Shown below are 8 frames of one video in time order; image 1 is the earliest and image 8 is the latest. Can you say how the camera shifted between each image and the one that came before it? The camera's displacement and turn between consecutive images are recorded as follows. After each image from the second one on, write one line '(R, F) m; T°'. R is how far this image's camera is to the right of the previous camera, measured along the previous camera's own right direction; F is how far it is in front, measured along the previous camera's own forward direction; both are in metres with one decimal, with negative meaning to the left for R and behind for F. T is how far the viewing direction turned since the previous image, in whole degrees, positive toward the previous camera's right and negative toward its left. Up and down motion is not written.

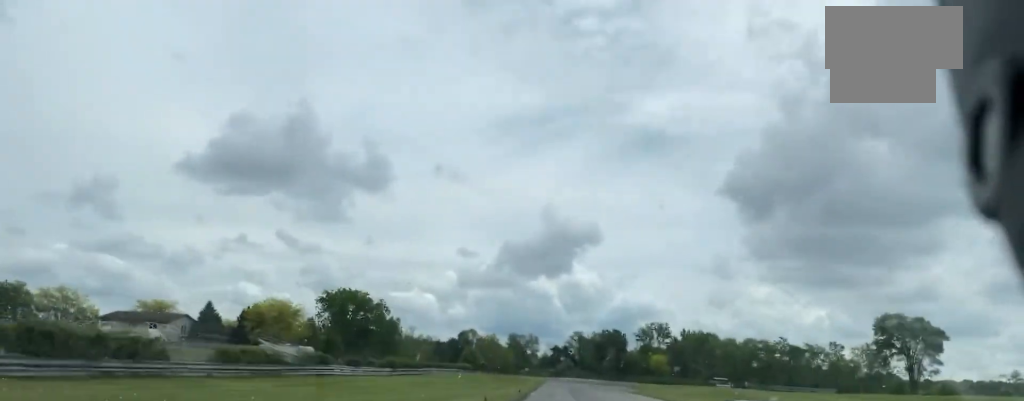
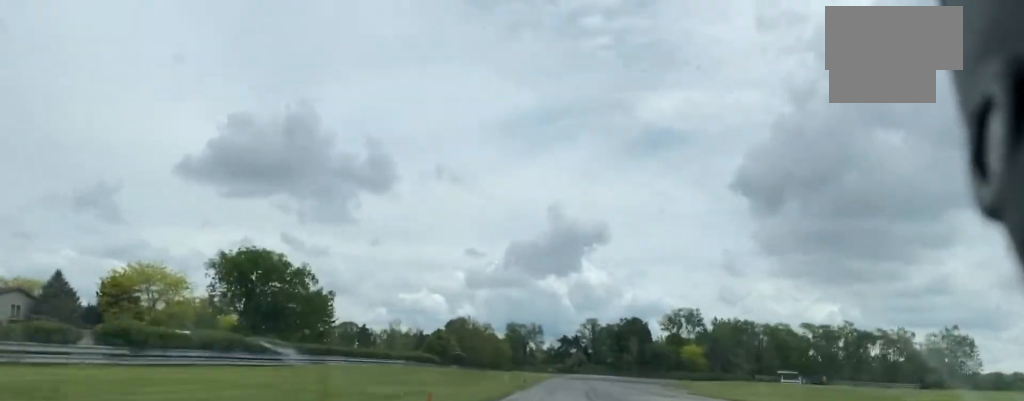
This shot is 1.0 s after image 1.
(-0.1, +50.6) m; 0°
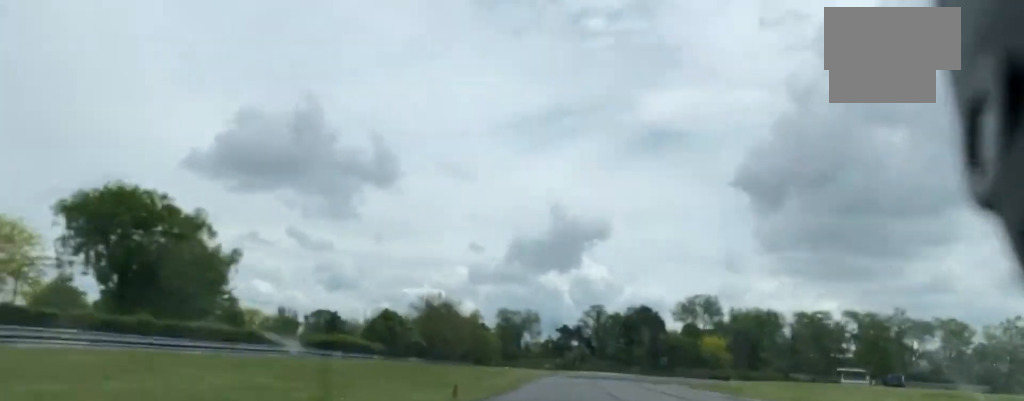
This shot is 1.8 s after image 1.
(0.0, +35.6) m; +1°
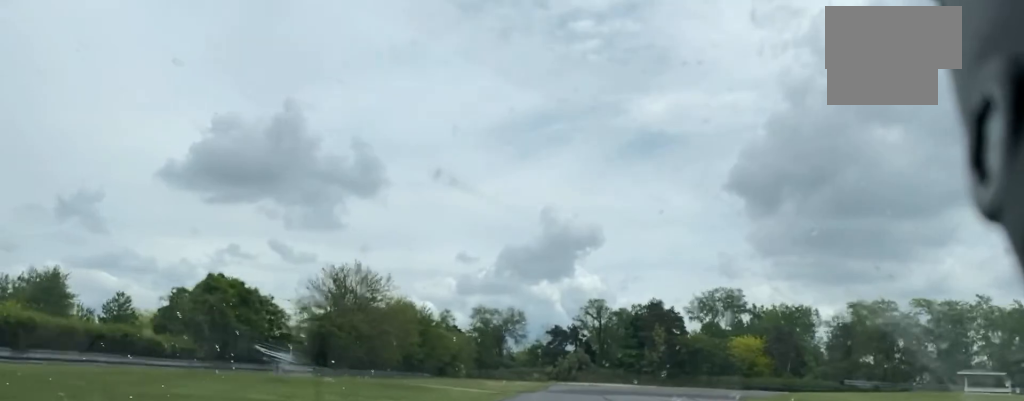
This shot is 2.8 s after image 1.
(+0.6, +37.9) m; 0°
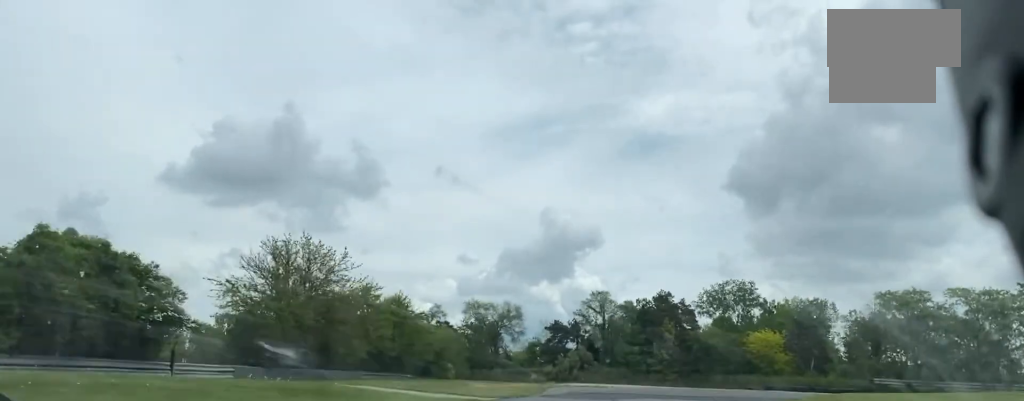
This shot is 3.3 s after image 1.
(-0.2, +13.9) m; 0°
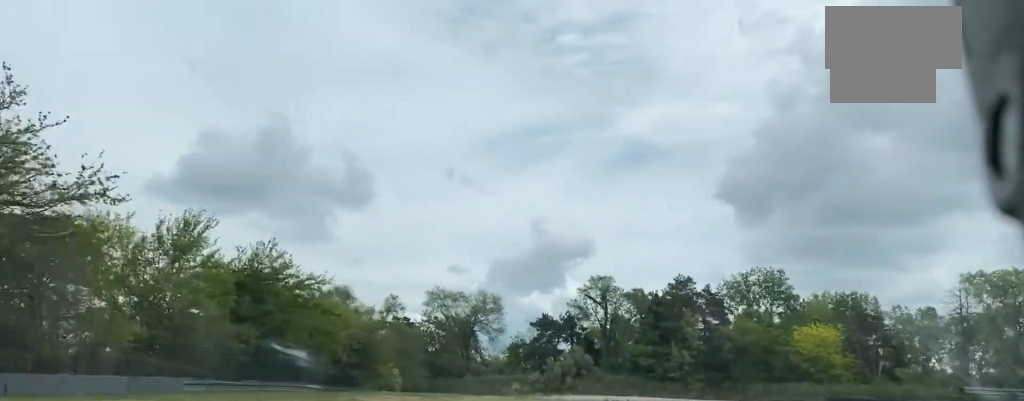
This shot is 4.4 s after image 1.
(-0.3, +33.0) m; +3°
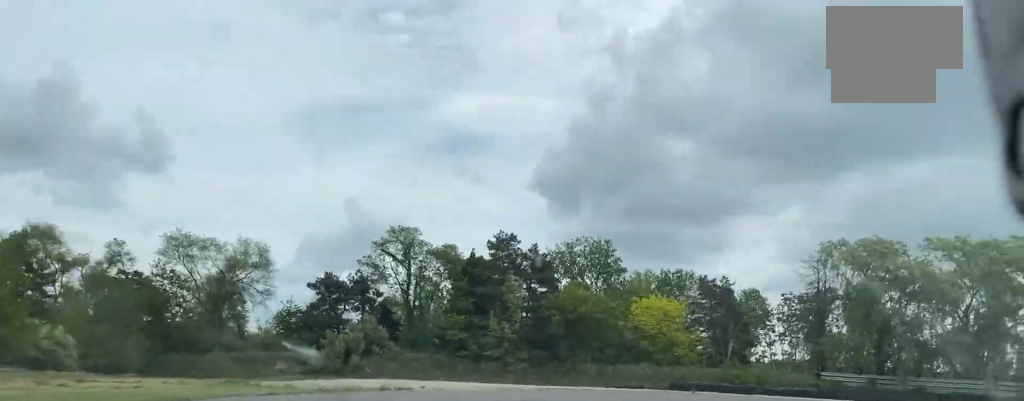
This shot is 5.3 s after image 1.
(+1.5, +23.1) m; +14°
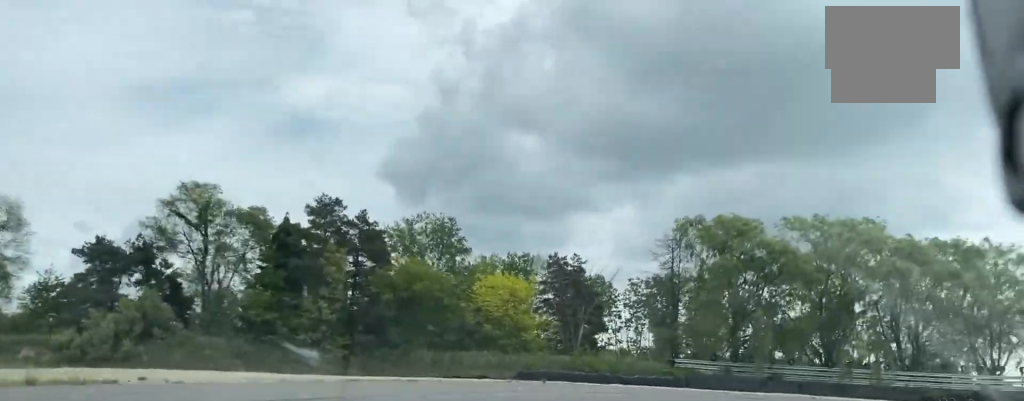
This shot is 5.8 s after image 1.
(+0.1, +11.1) m; +11°
